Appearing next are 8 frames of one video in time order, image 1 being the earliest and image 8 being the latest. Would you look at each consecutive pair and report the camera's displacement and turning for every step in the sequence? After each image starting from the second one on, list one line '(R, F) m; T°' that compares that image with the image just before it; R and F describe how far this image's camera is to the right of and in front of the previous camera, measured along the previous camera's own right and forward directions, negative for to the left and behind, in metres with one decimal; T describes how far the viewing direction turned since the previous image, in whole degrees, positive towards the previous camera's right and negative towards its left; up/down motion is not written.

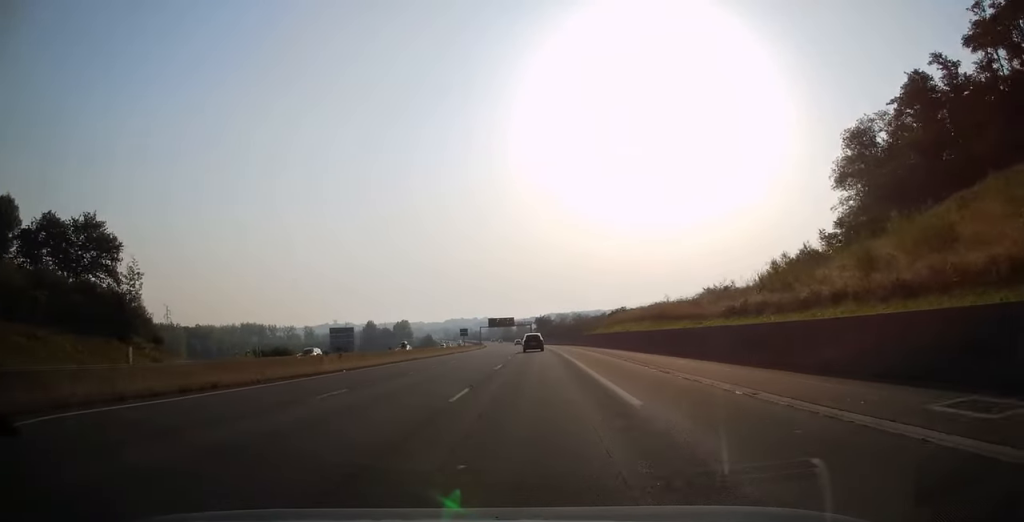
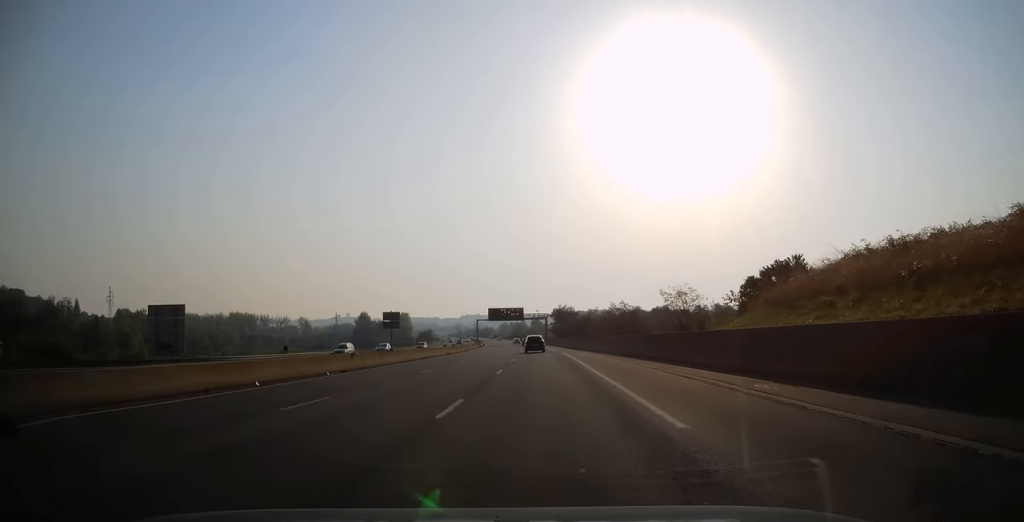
(-0.3, +54.0) m; -1°
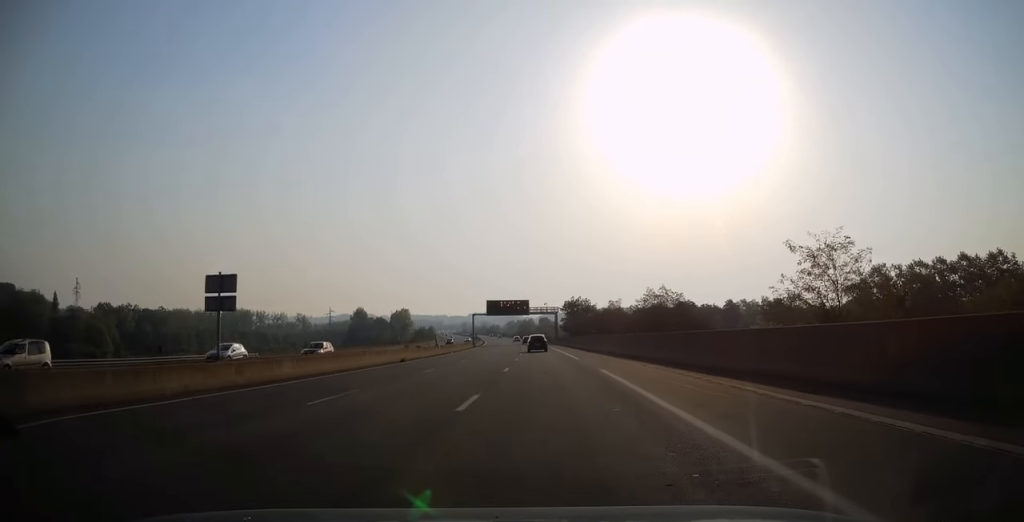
(-0.5, +25.1) m; -1°
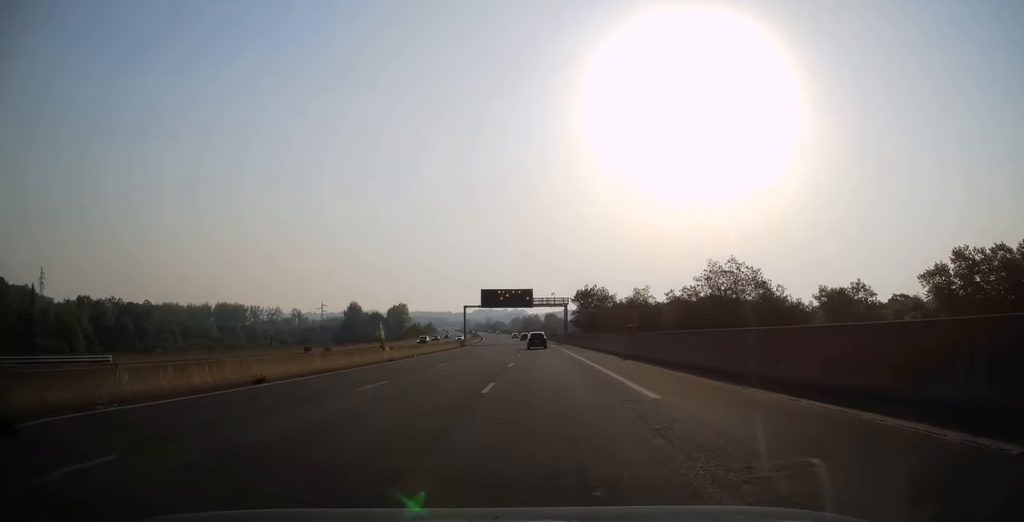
(-0.1, +22.6) m; -1°
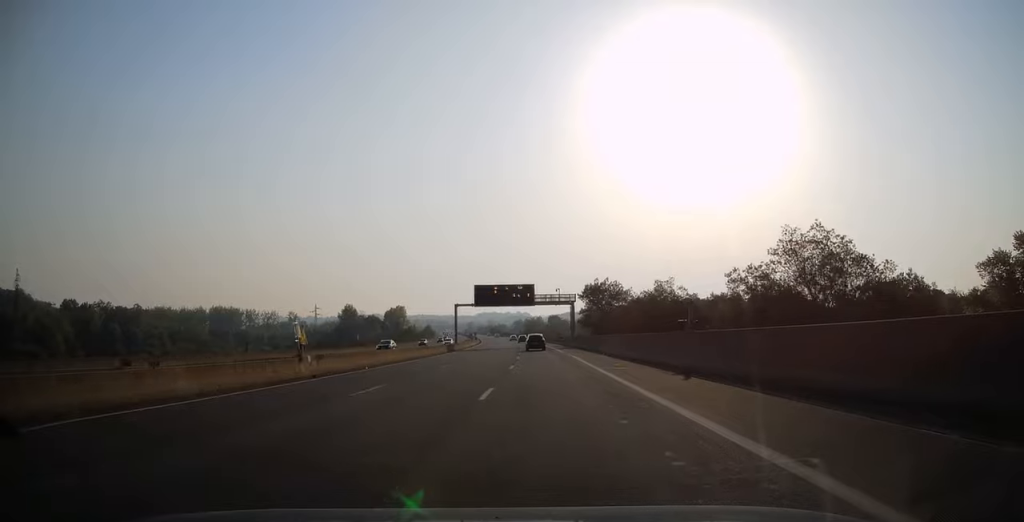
(0.0, +13.8) m; 0°
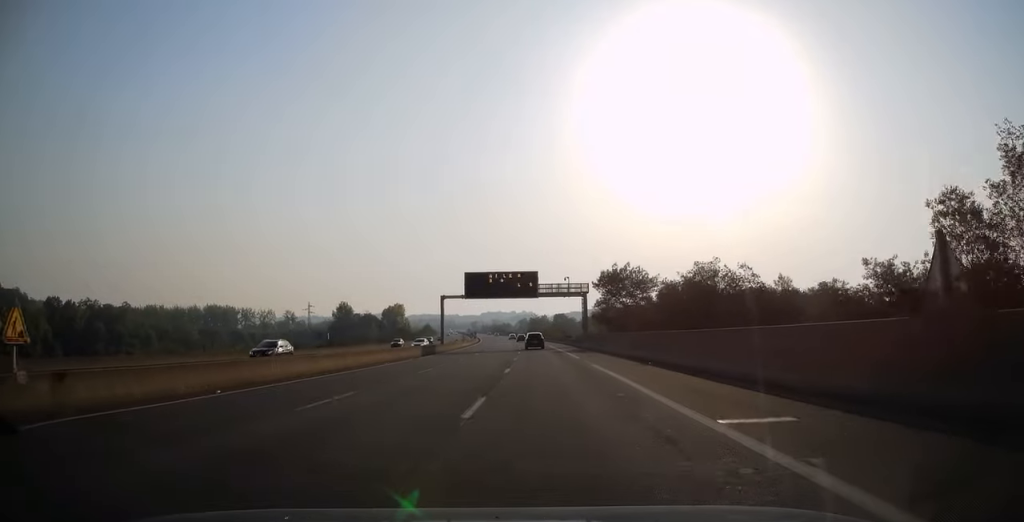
(-0.2, +16.2) m; 0°
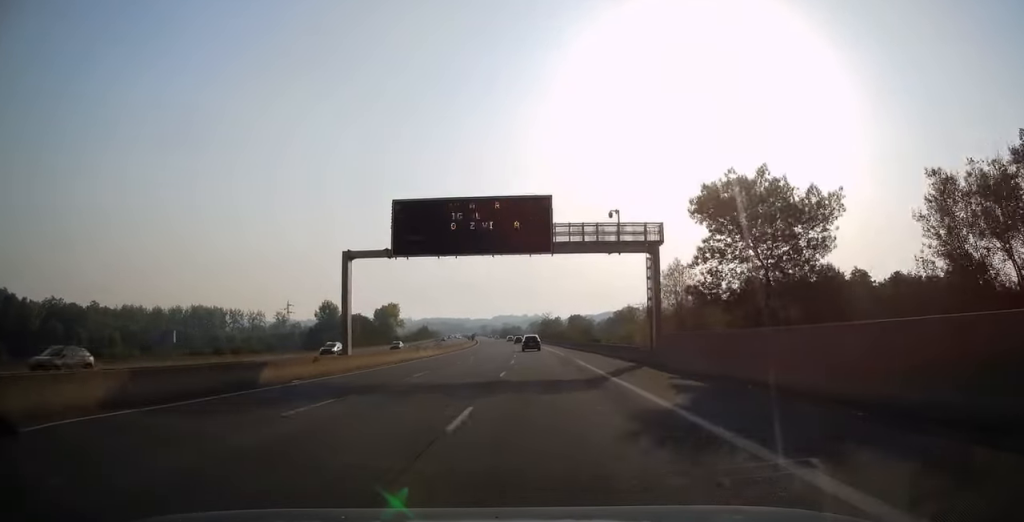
(-0.2, +39.9) m; -1°
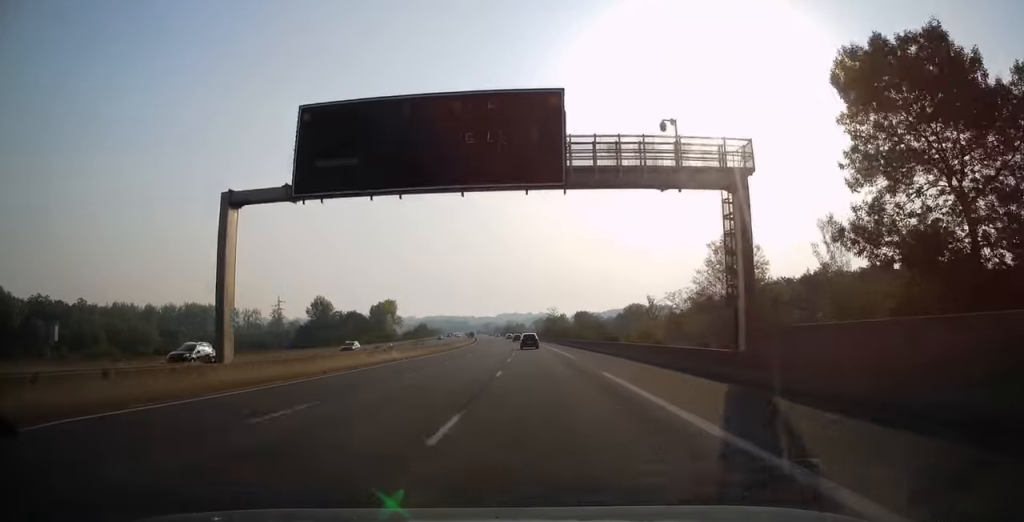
(-0.2, +14.3) m; 0°
